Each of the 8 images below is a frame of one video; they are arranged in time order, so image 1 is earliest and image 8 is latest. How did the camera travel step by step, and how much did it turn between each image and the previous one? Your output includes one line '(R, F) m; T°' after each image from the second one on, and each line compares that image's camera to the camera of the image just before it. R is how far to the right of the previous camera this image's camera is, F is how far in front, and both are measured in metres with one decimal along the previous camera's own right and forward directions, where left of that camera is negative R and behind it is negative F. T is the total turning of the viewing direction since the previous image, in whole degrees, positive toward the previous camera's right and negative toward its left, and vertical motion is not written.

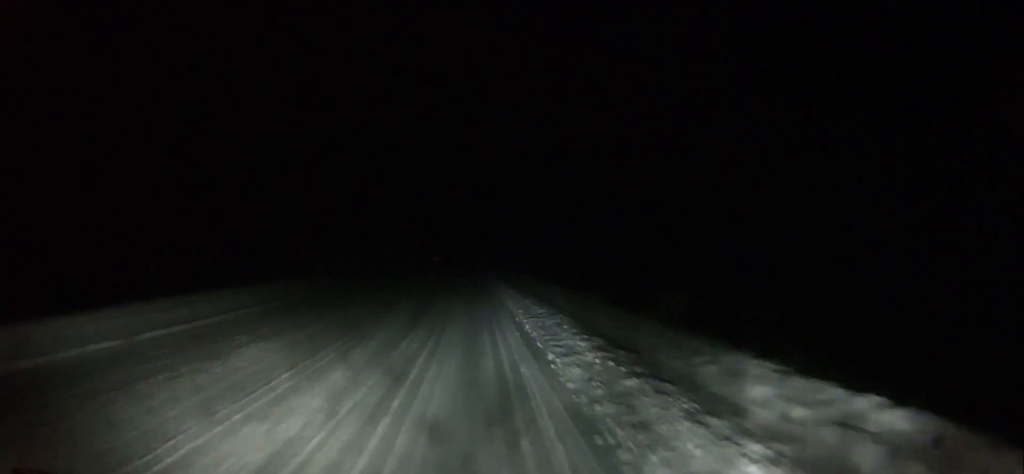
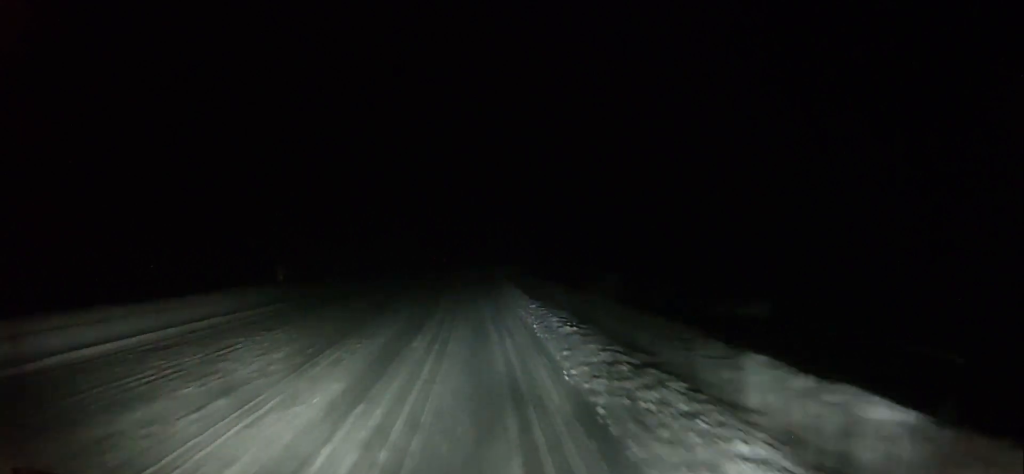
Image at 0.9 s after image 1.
(0.0, +12.7) m; -1°
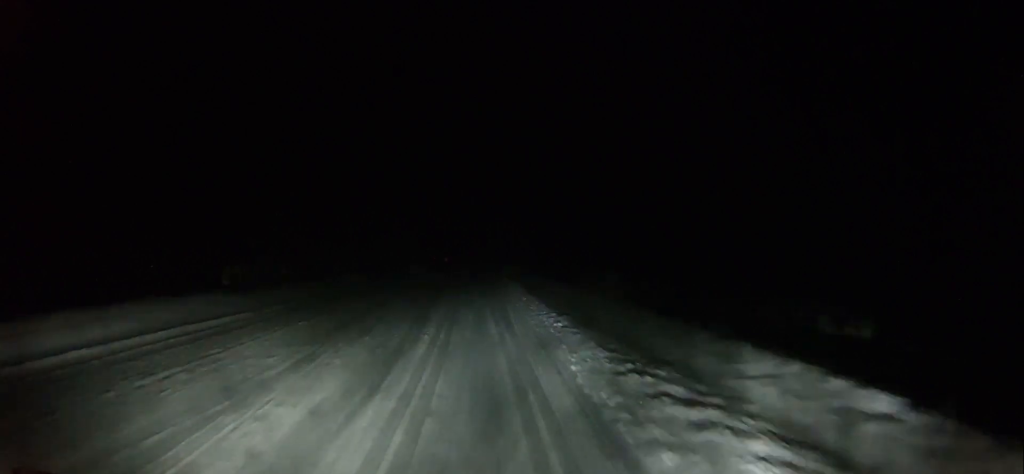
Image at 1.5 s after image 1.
(0.0, +8.9) m; -1°
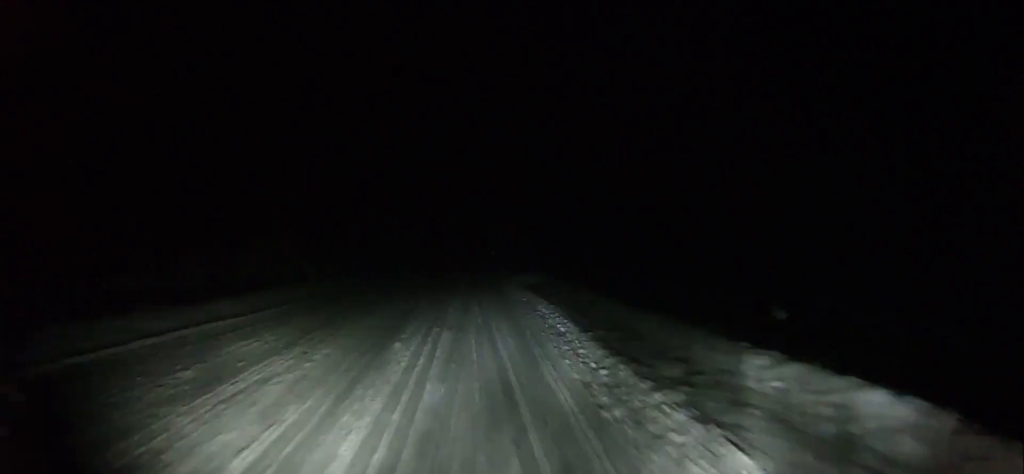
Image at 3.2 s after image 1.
(-0.4, +22.8) m; 0°
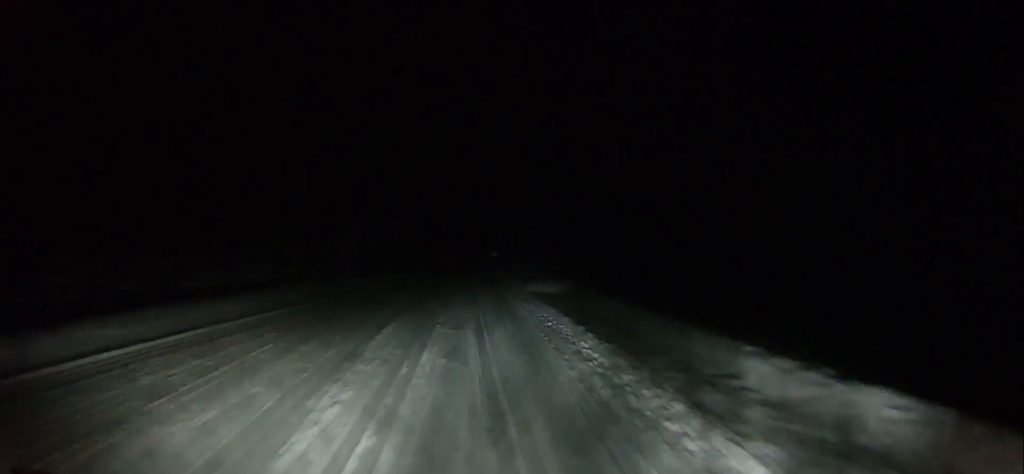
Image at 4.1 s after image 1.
(+0.2, +13.5) m; +1°
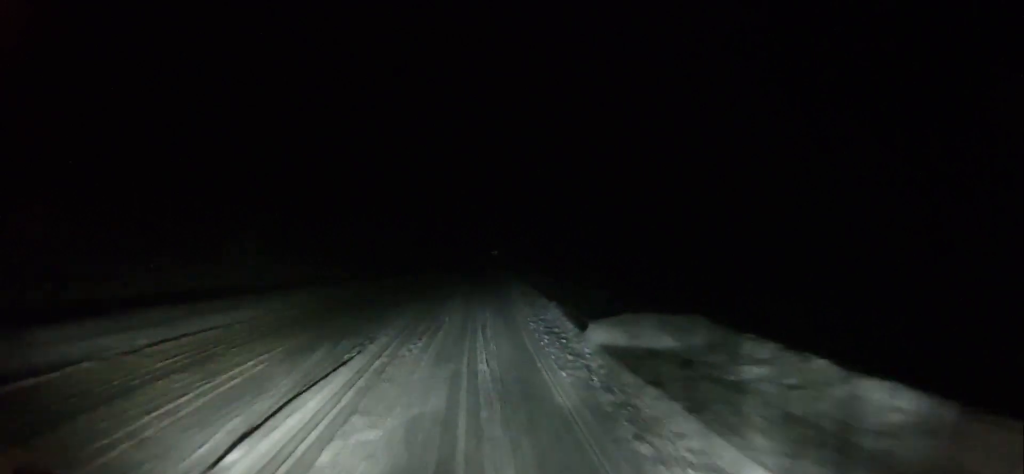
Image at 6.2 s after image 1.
(-0.8, +28.8) m; -3°
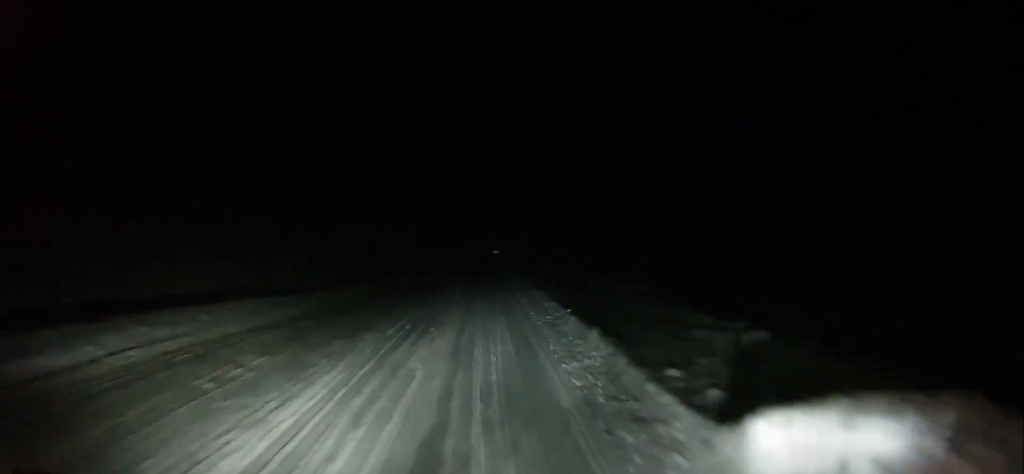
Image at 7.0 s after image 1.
(+0.1, +11.2) m; +1°
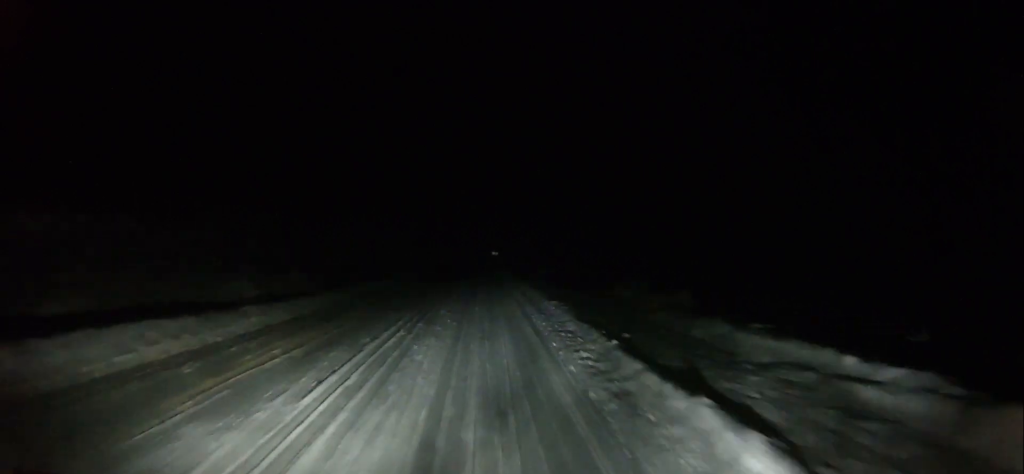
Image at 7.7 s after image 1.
(+0.1, +9.4) m; +1°
